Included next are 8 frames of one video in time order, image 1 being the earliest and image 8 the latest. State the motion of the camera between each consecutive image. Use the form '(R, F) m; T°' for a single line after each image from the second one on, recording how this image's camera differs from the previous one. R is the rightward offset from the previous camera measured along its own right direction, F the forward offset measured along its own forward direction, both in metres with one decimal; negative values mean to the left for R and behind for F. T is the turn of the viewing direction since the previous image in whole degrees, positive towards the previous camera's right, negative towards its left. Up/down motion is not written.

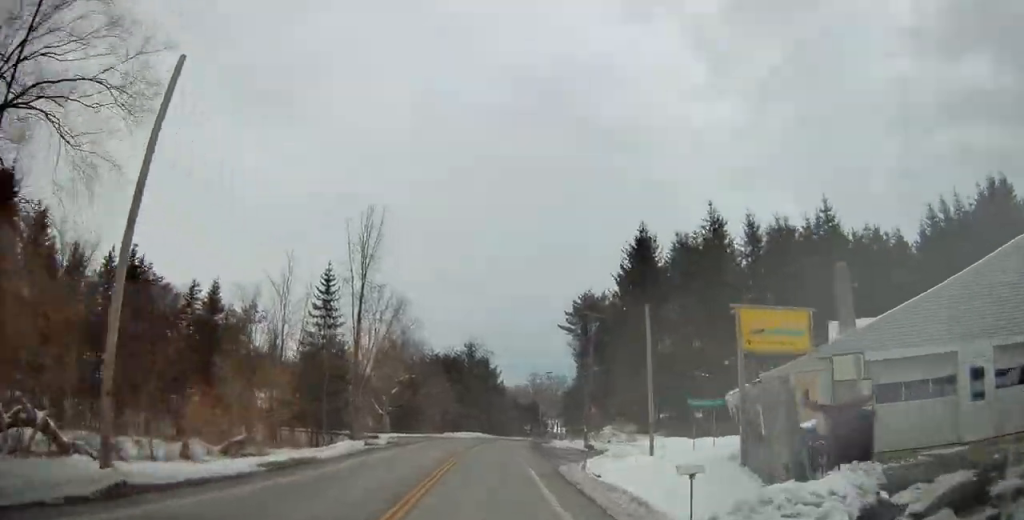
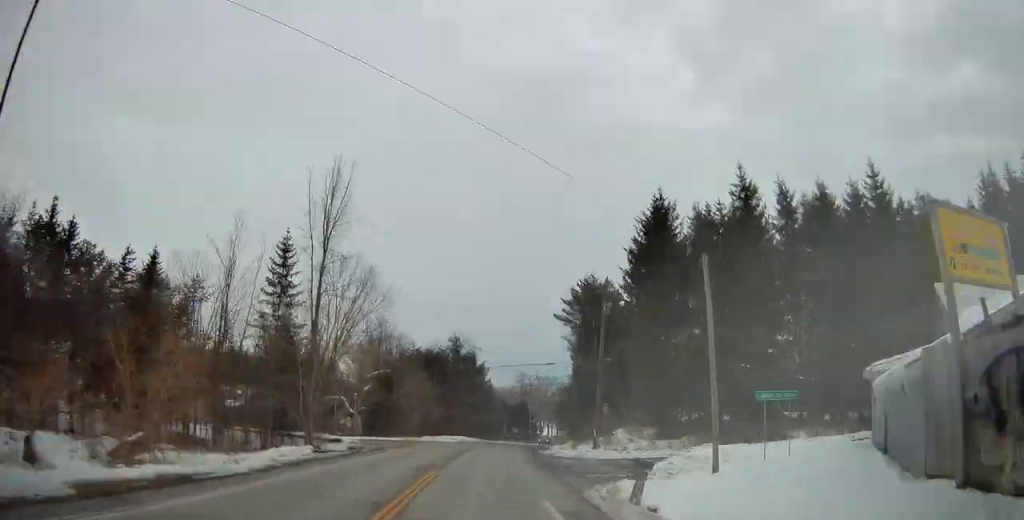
(-0.2, +9.1) m; 0°
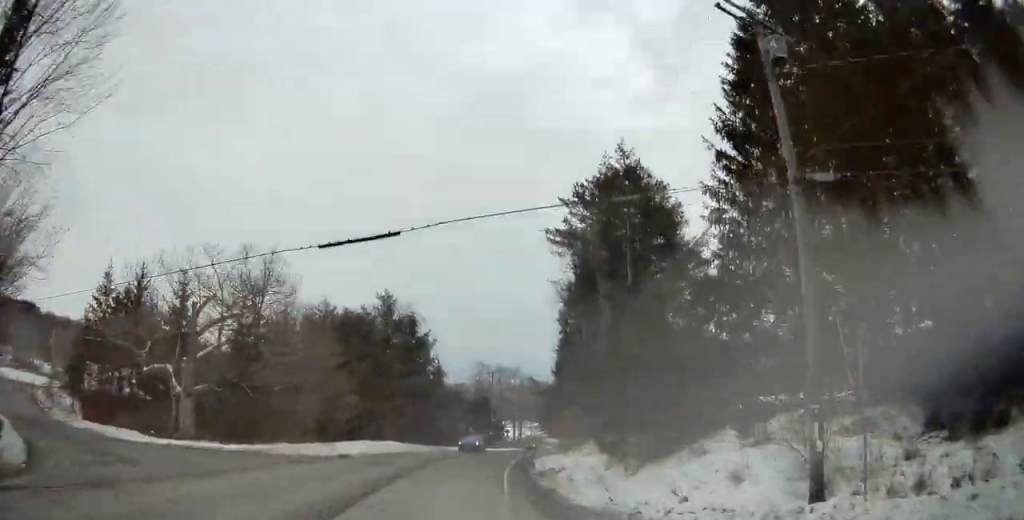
(+0.8, +29.6) m; +5°
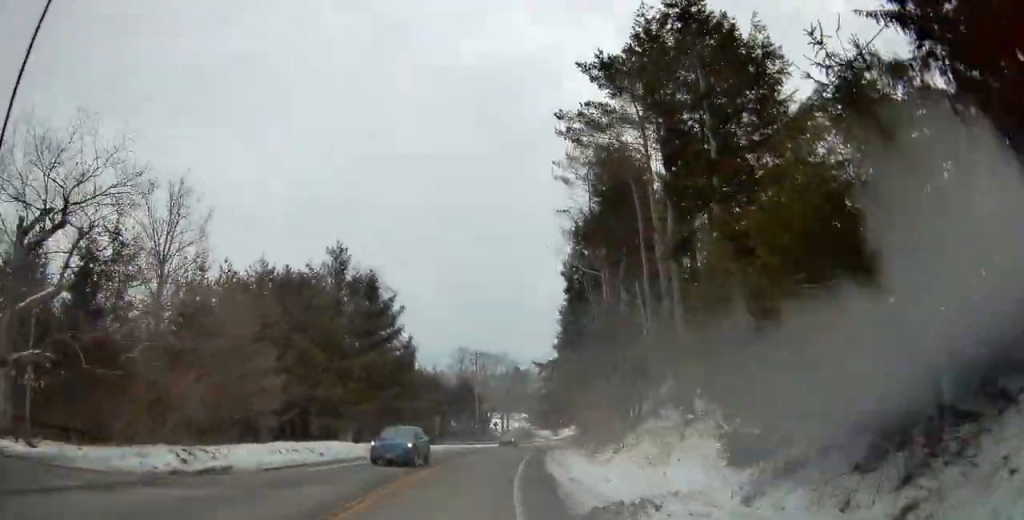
(+0.6, +14.4) m; +2°
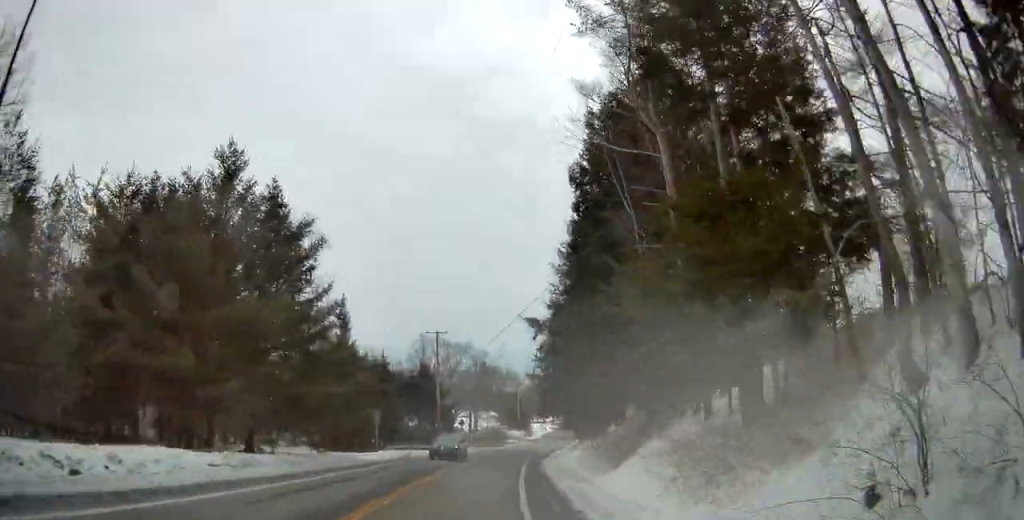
(+0.4, +17.4) m; +3°
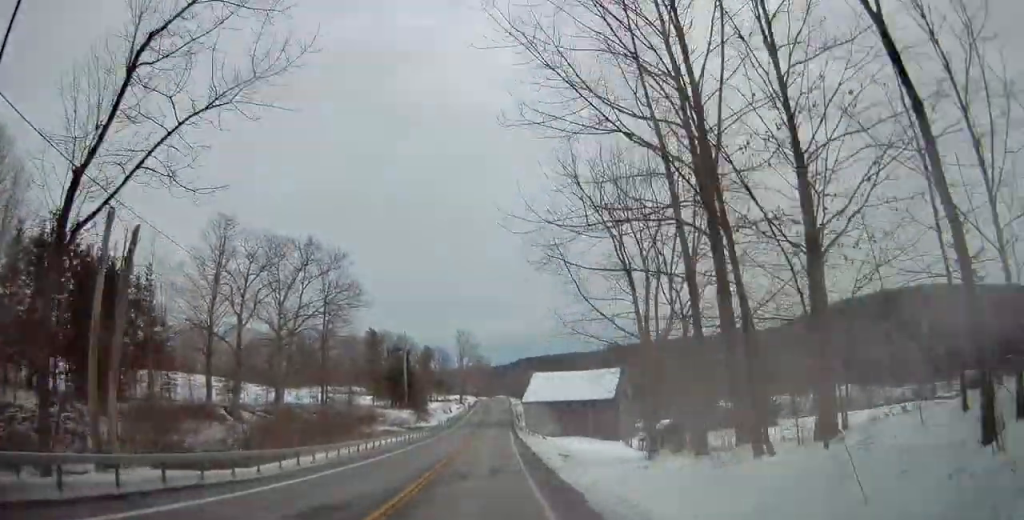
(+5.7, +63.1) m; +10°
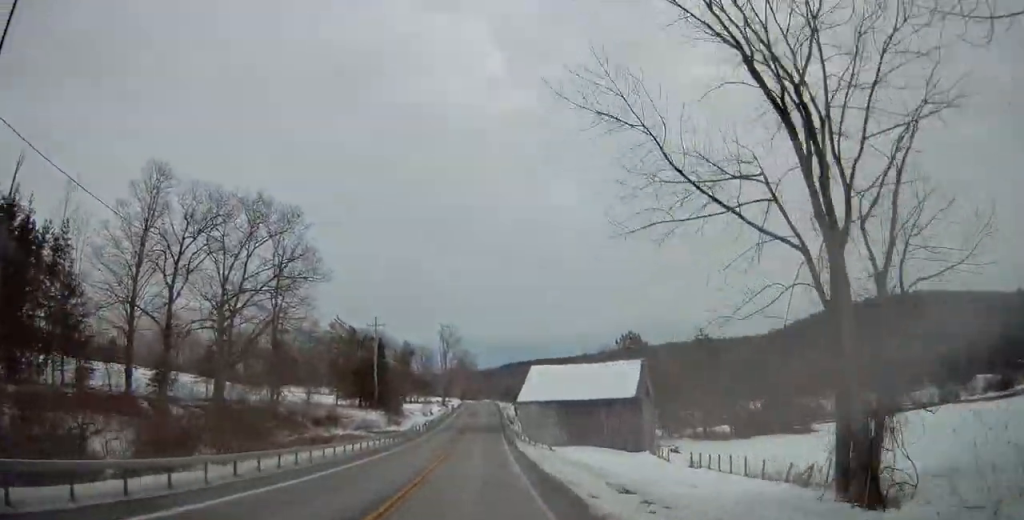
(+0.3, +14.0) m; +1°
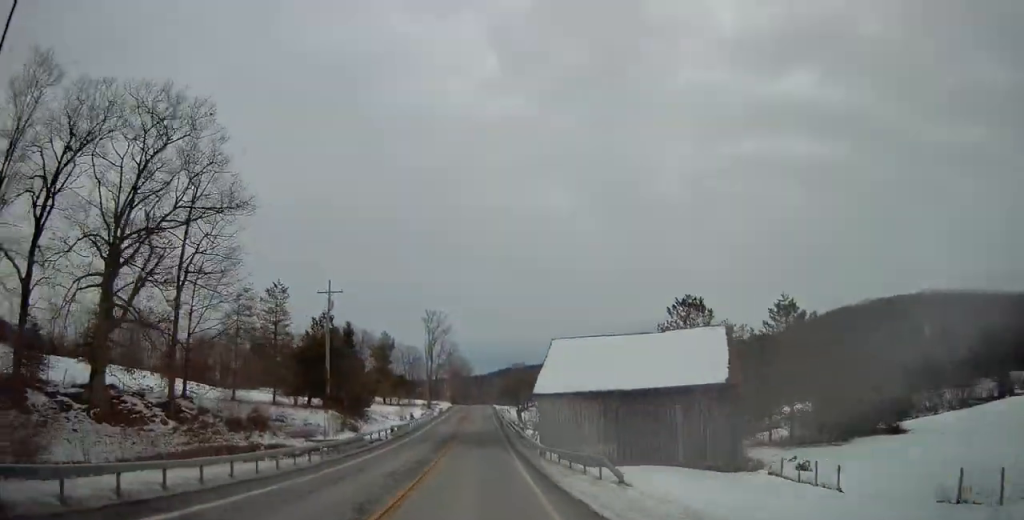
(+0.2, +20.3) m; +2°
